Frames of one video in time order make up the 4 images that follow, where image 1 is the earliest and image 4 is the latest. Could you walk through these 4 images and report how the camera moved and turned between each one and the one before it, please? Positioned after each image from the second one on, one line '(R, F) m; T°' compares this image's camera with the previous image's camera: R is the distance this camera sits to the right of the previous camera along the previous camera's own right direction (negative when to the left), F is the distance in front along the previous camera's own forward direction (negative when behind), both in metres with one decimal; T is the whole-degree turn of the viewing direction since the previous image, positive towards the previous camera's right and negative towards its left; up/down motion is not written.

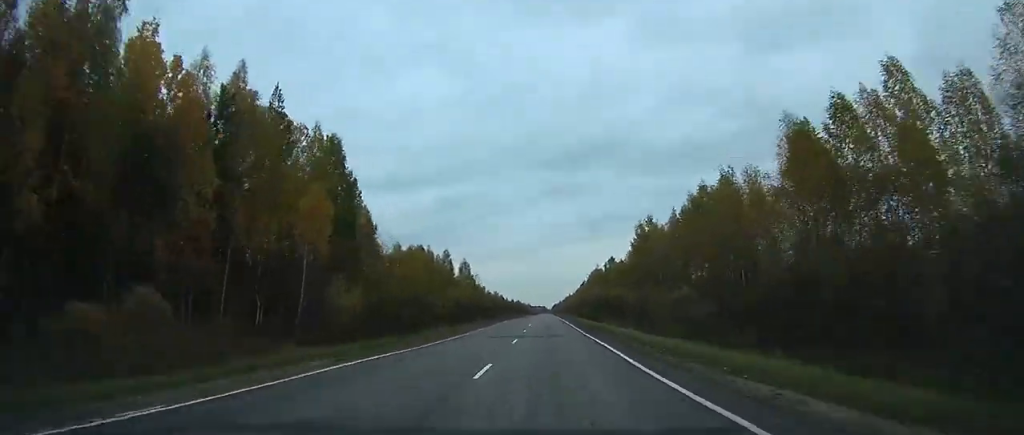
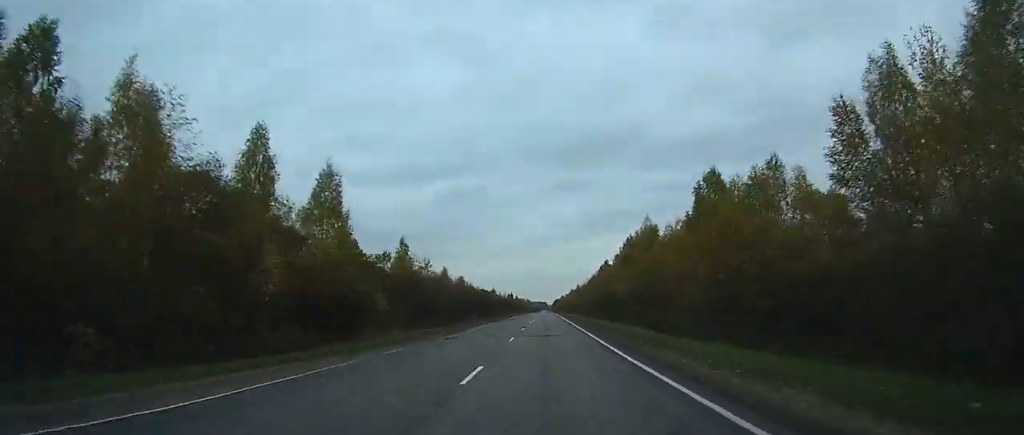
(+0.2, +87.4) m; 0°
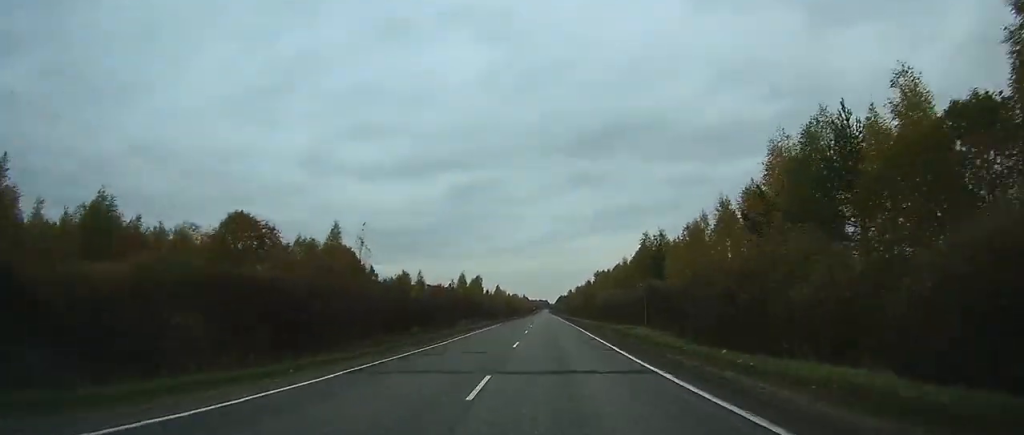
(+0.4, +165.7) m; 0°
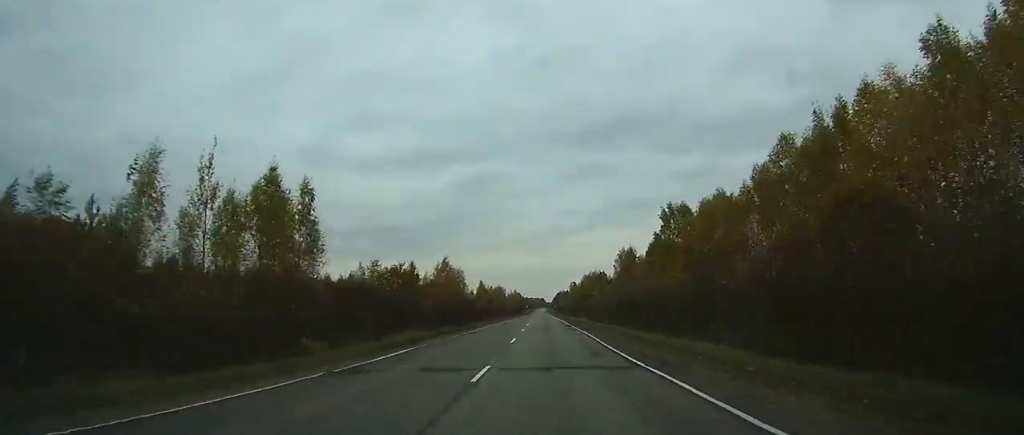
(+0.4, +121.0) m; 0°
